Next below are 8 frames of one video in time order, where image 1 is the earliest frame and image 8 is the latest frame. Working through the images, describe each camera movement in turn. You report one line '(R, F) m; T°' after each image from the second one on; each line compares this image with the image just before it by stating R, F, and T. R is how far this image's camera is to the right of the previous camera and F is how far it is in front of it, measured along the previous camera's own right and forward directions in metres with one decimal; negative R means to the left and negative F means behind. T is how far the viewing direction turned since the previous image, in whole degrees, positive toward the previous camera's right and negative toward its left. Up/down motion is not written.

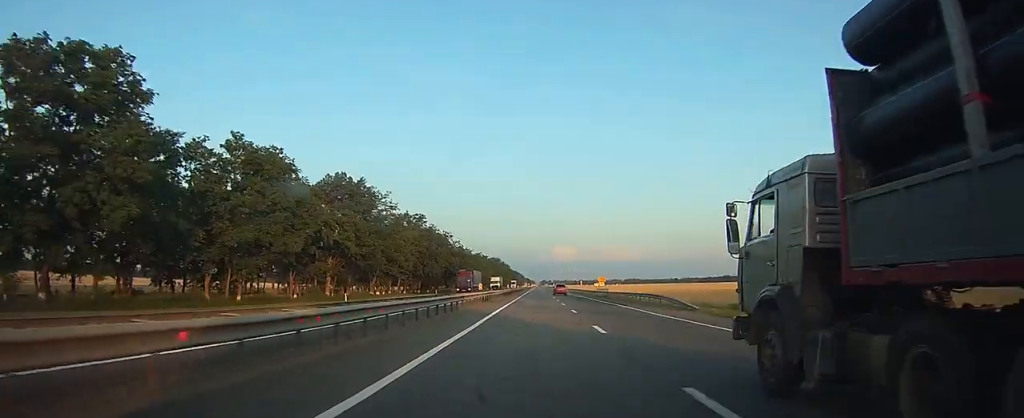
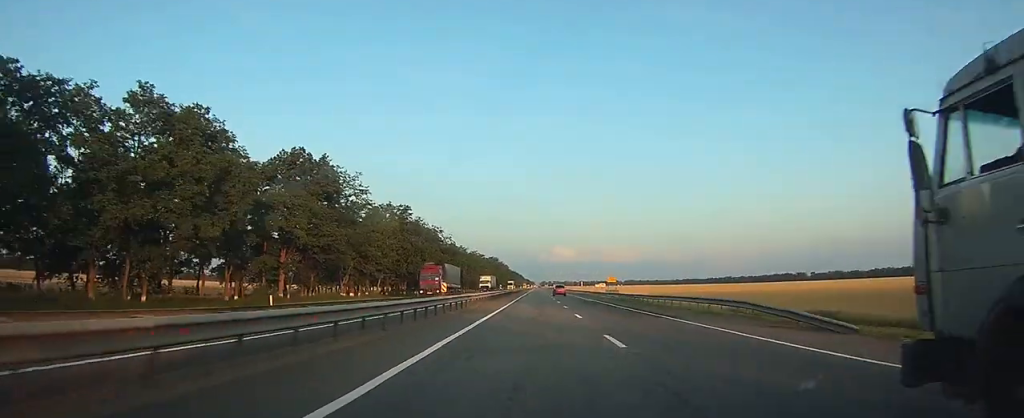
(0.0, +15.6) m; 0°
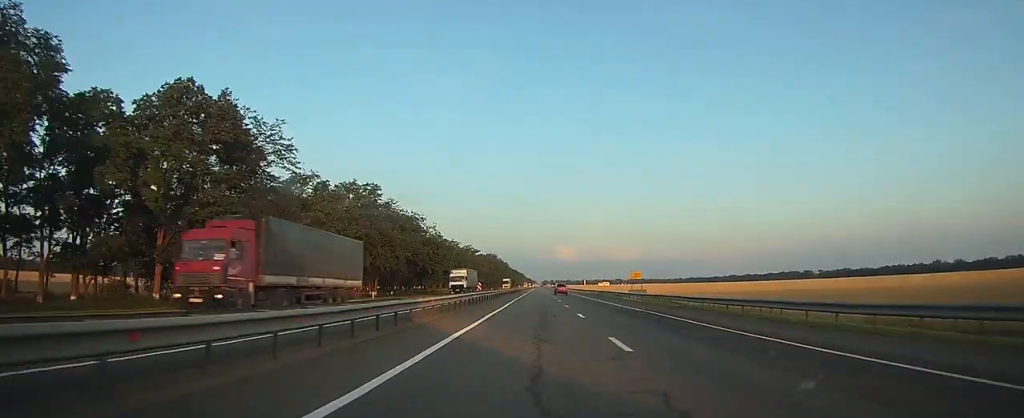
(+0.1, +24.4) m; 0°
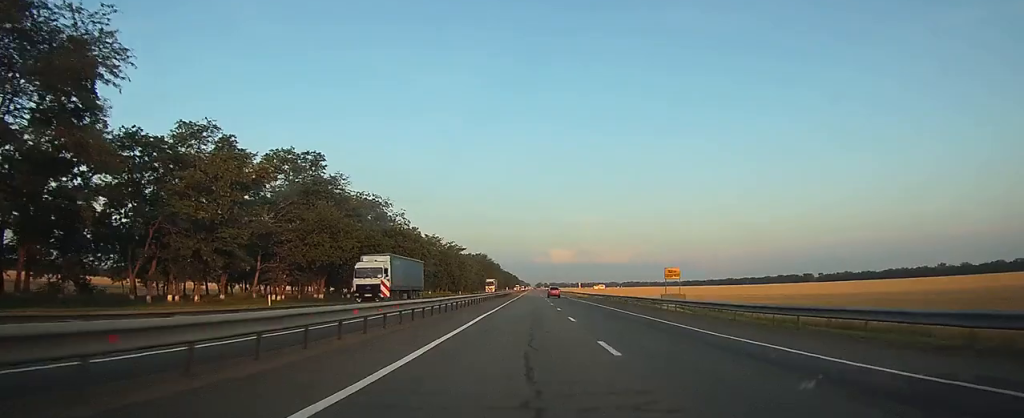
(+0.1, +23.7) m; 0°
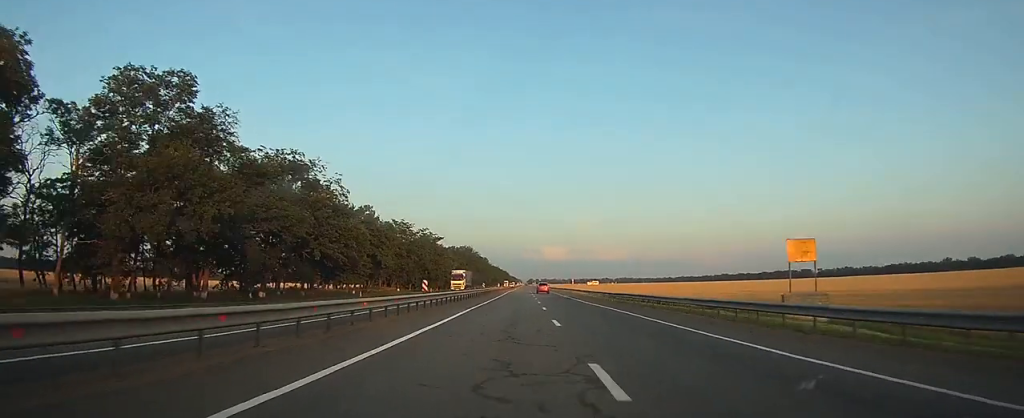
(0.0, +28.2) m; 0°
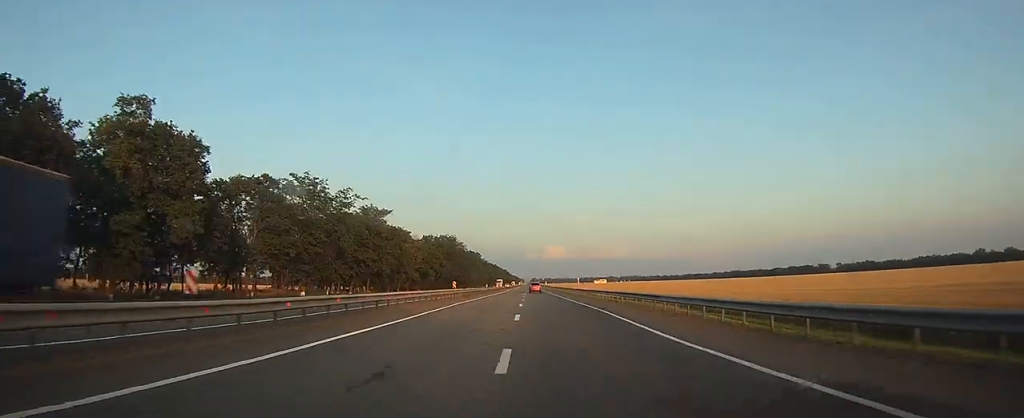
(+0.3, +57.0) m; 0°
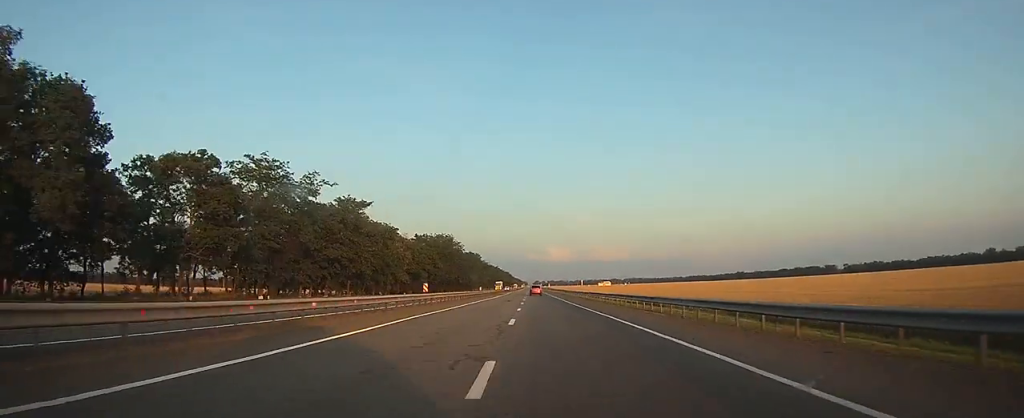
(0.0, +13.5) m; 0°
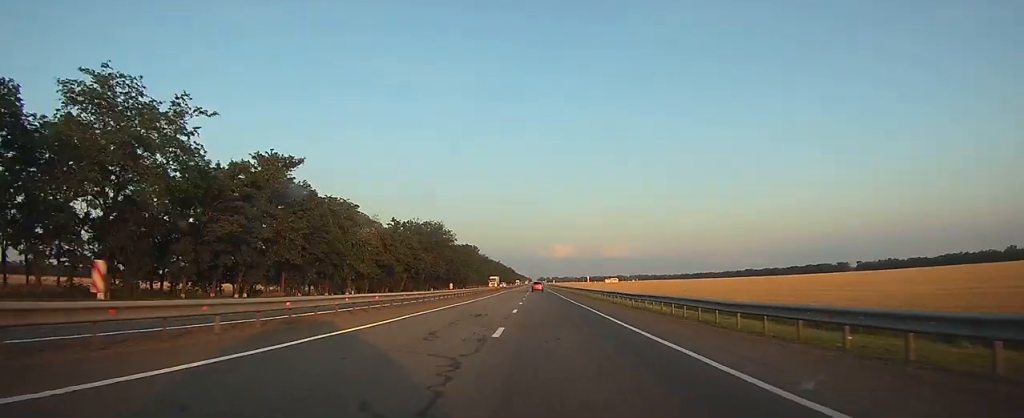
(-0.1, +28.1) m; 0°
